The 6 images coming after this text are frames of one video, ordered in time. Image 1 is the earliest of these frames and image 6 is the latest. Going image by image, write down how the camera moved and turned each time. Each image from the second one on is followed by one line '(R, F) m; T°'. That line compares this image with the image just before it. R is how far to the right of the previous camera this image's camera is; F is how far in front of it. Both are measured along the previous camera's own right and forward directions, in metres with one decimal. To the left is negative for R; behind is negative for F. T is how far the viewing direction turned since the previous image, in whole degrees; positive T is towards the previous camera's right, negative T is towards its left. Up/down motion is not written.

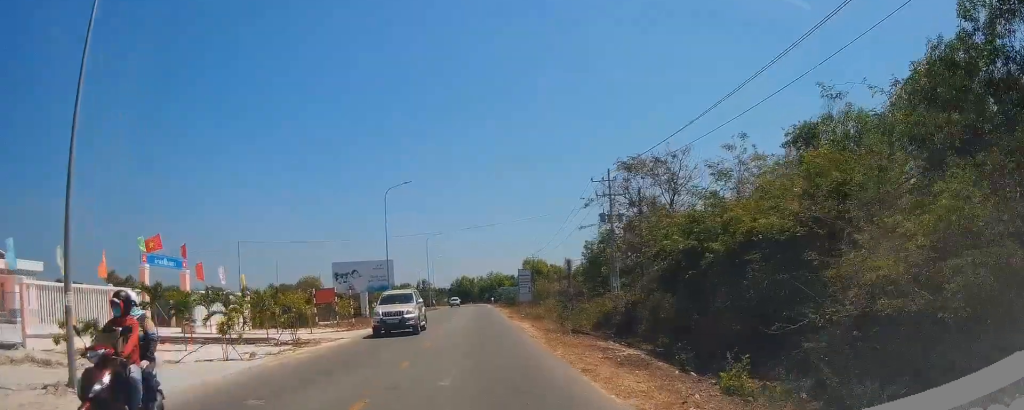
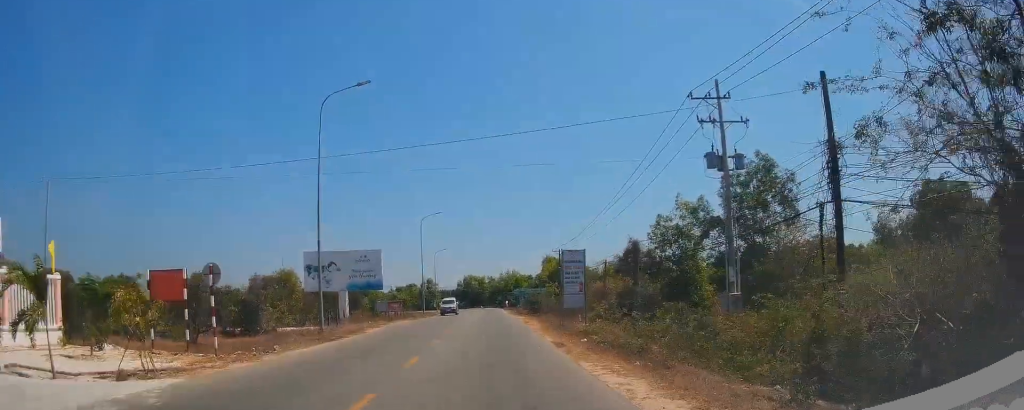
(-1.3, +23.3) m; -5°
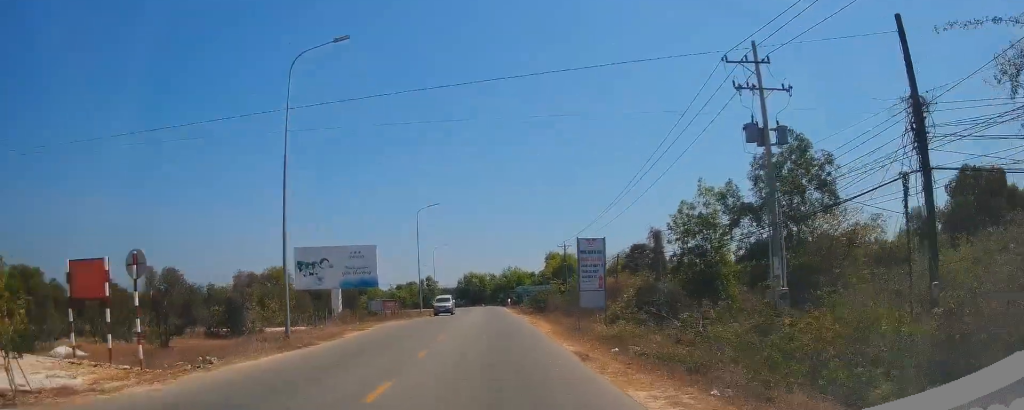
(-0.3, +4.8) m; 0°
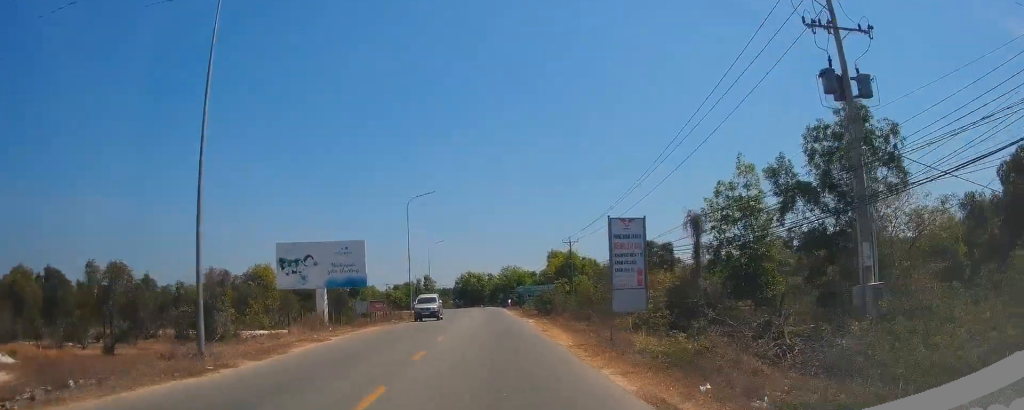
(+0.4, +6.9) m; +4°
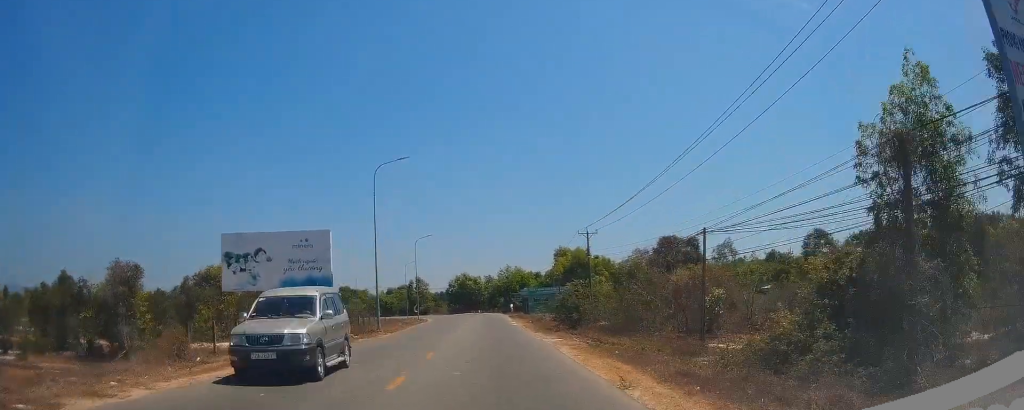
(+1.1, +16.0) m; +1°
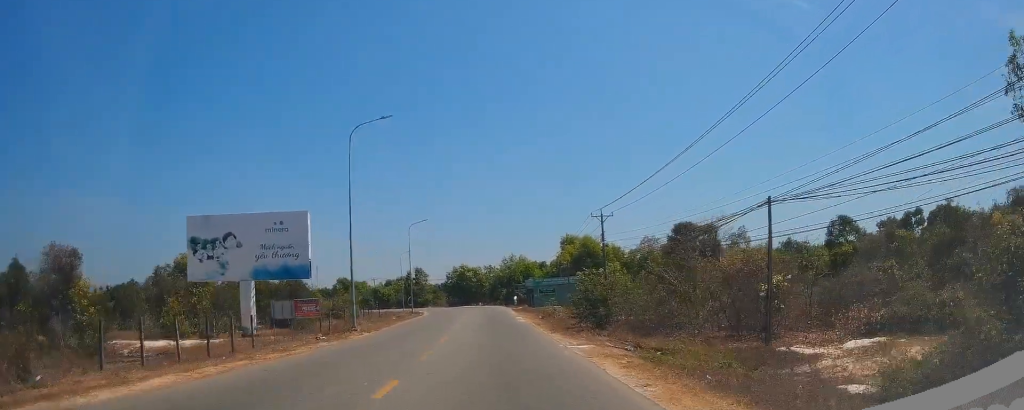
(-0.5, +7.8) m; -2°
